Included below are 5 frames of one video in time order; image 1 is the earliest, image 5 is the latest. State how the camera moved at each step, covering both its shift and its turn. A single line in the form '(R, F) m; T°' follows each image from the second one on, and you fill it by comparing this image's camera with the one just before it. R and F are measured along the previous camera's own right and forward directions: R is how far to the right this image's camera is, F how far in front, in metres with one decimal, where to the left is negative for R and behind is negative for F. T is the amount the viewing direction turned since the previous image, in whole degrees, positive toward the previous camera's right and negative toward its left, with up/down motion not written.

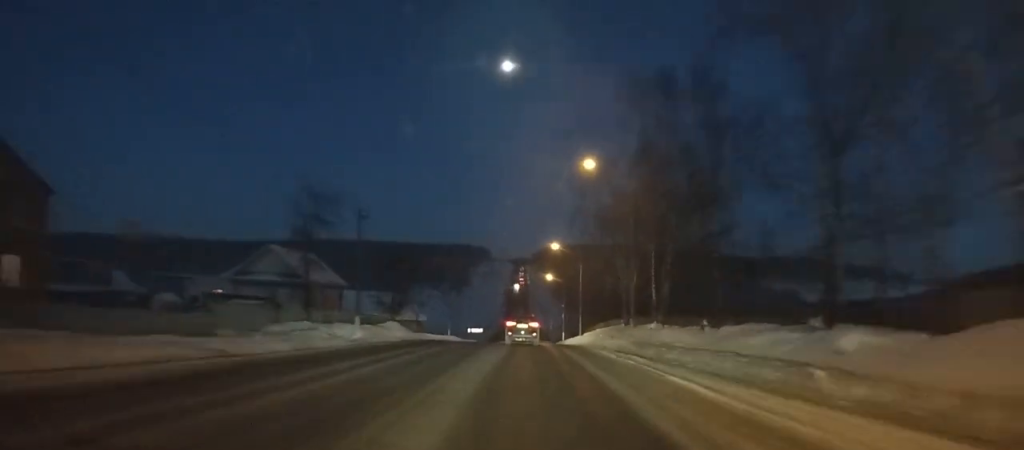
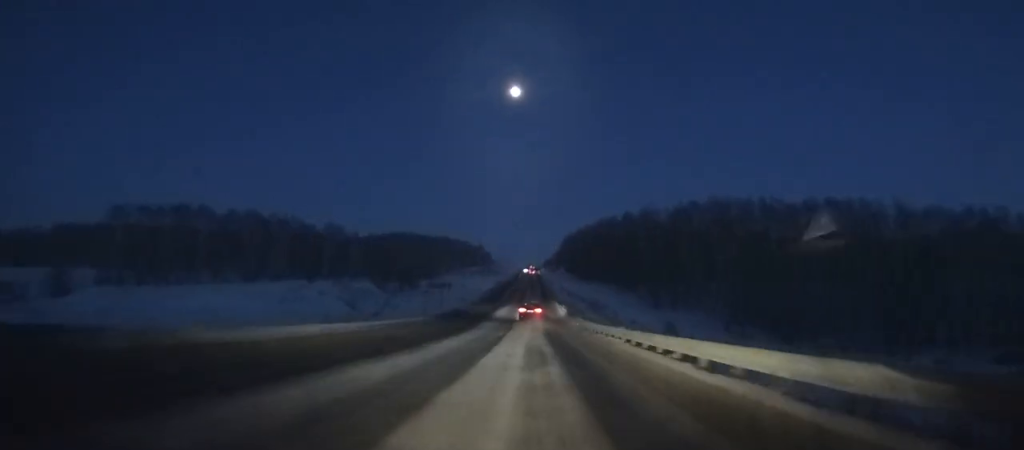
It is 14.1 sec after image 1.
(-4.2, +197.7) m; -2°
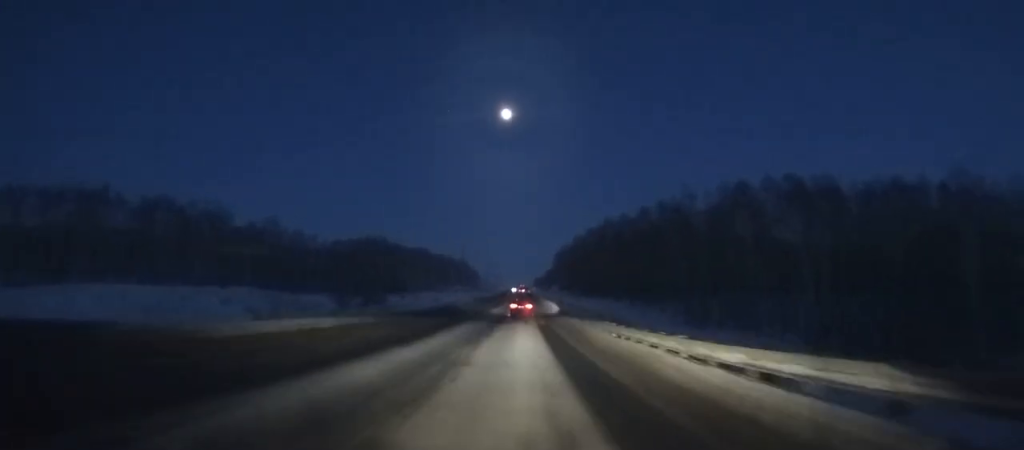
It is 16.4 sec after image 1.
(+0.1, +37.1) m; 0°
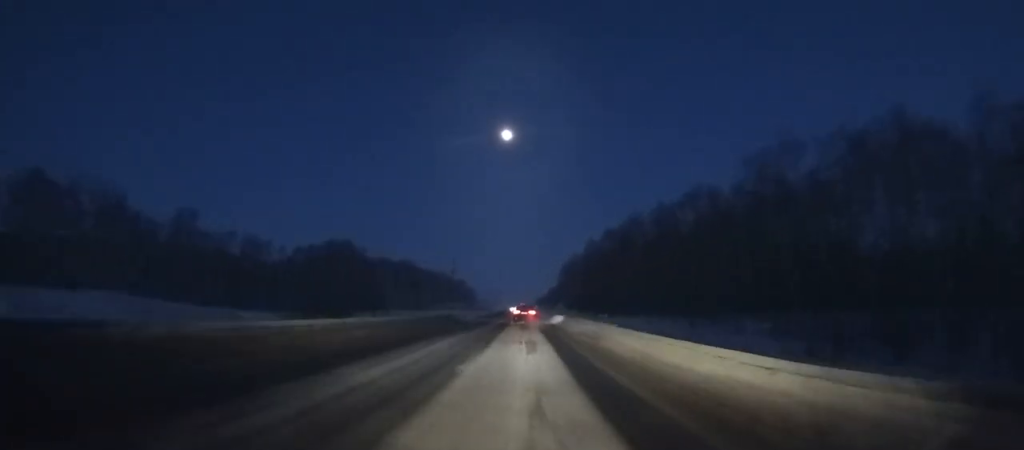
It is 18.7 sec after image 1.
(+0.3, +38.5) m; 0°
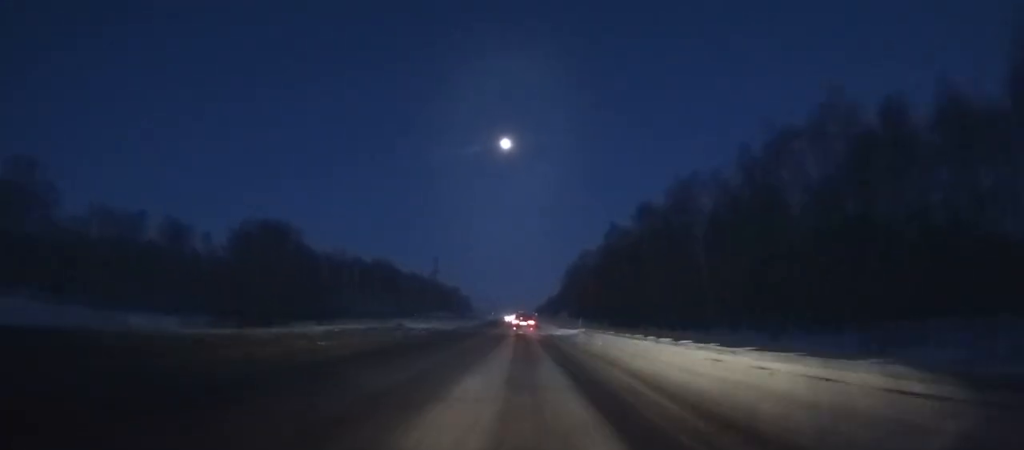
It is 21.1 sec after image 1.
(-0.1, +41.2) m; 0°
